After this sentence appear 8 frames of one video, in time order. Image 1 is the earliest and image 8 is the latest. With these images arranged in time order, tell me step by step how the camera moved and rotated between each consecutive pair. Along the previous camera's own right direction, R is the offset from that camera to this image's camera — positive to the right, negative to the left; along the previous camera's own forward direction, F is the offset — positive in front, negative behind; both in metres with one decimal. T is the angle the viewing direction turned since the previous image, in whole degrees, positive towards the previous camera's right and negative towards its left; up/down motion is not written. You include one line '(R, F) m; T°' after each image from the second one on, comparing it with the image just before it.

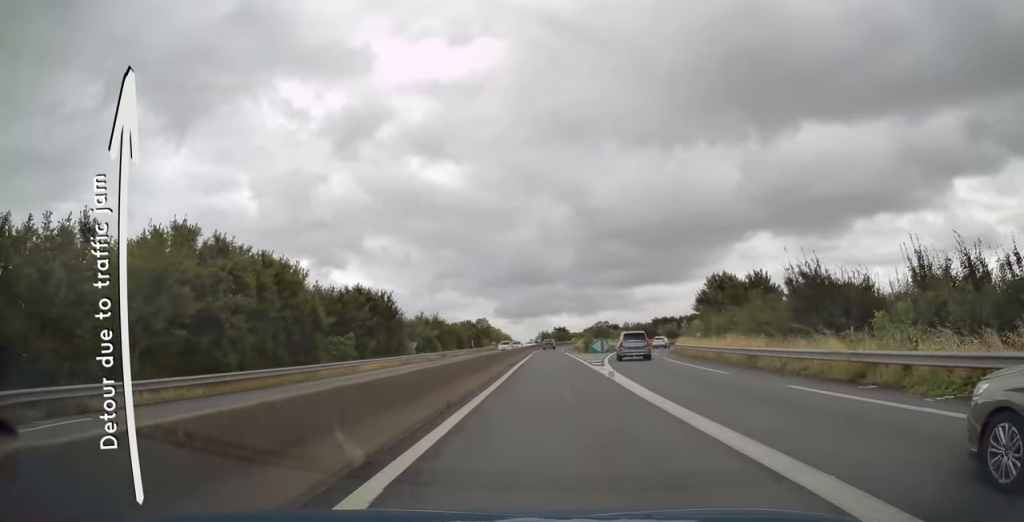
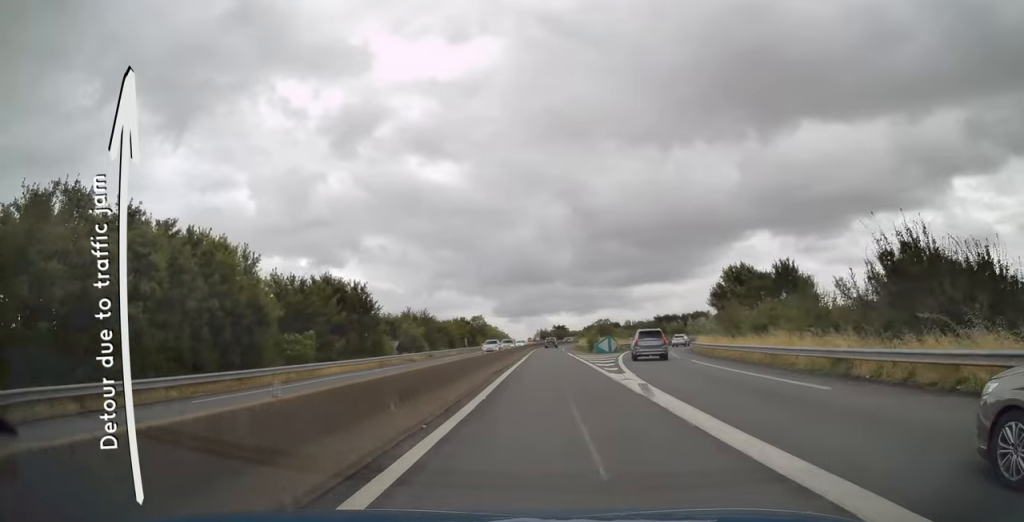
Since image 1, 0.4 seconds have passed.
(-0.1, +8.1) m; 0°
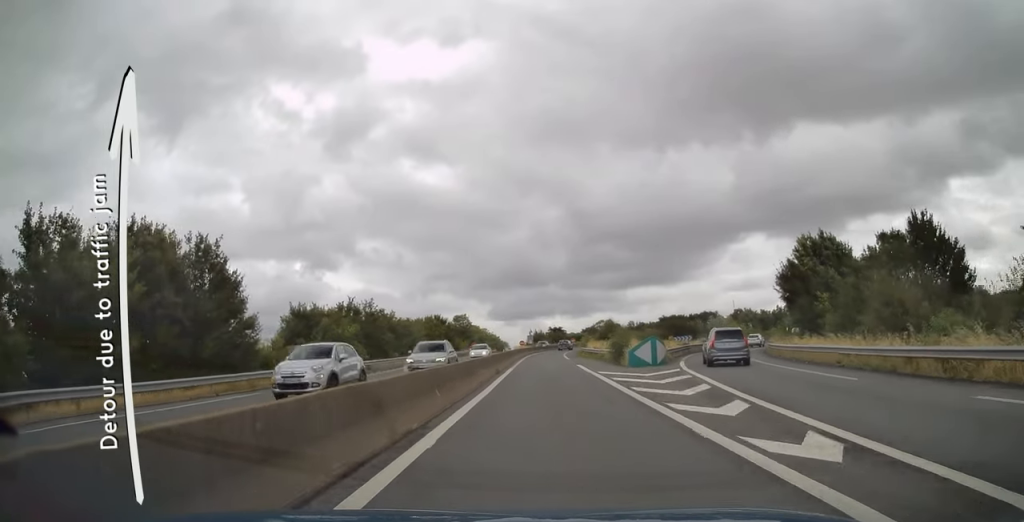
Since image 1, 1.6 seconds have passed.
(0.0, +23.7) m; +1°
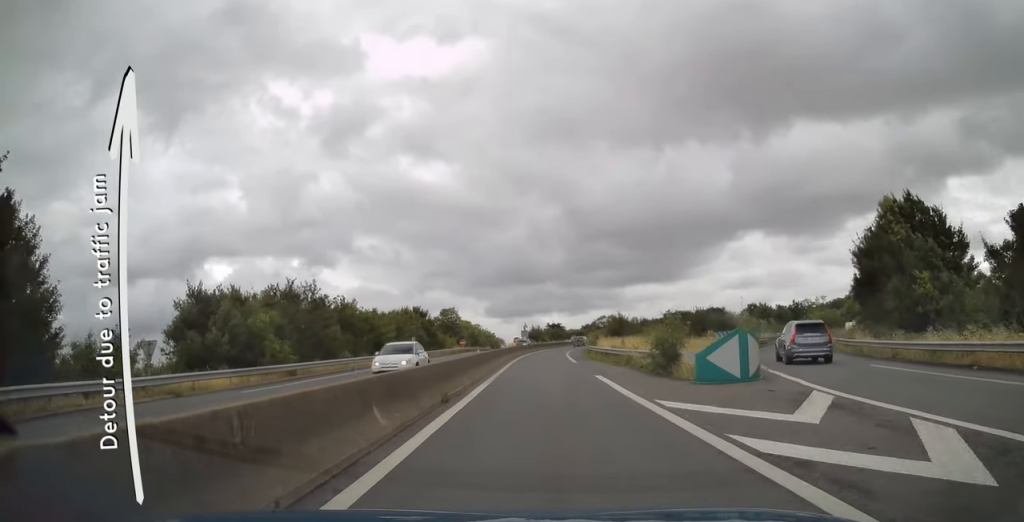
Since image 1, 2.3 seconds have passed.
(+0.2, +14.2) m; 0°
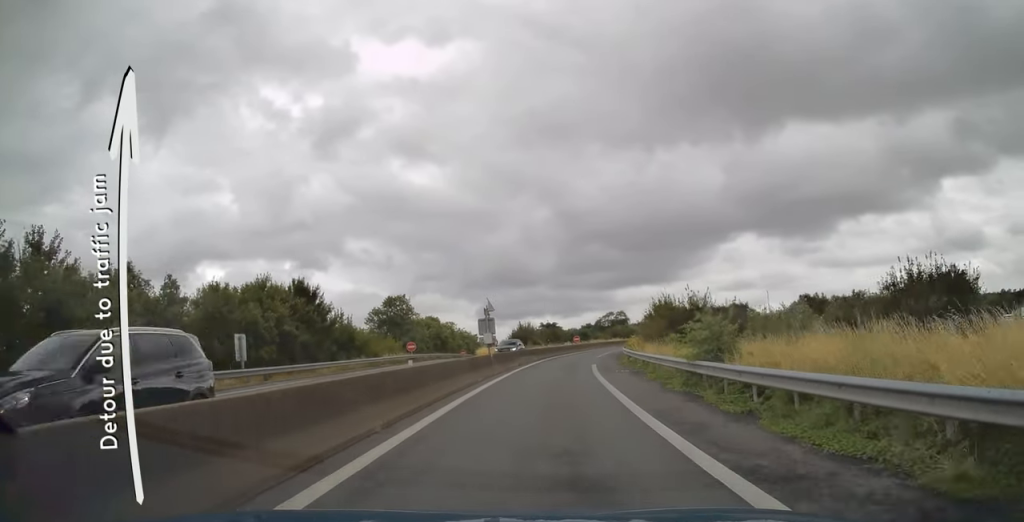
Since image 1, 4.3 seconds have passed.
(0.0, +38.5) m; +1°
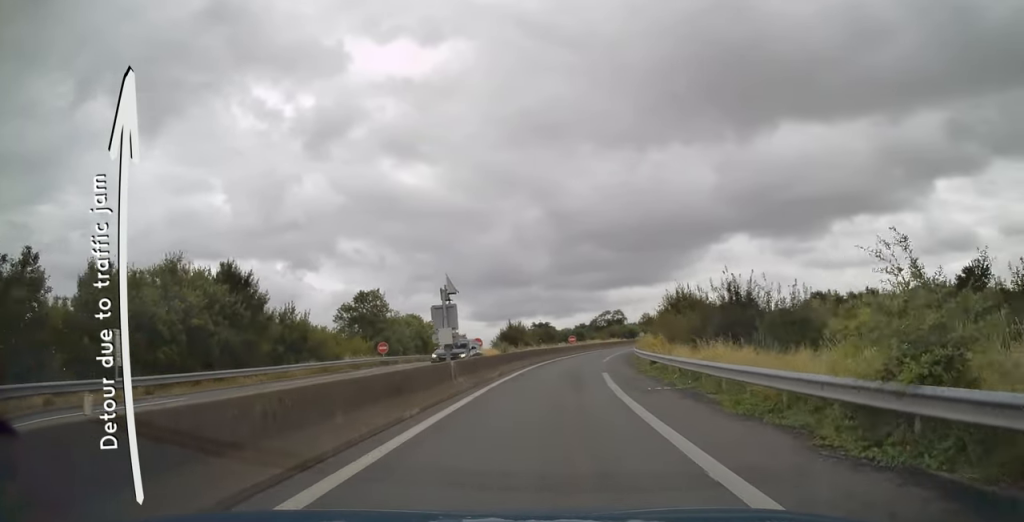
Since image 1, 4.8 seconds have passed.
(+0.1, +9.3) m; 0°
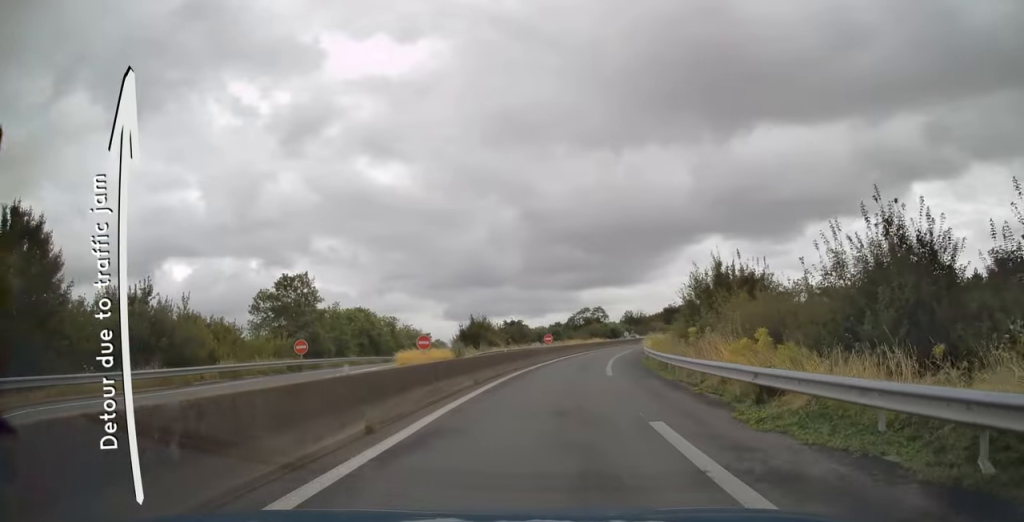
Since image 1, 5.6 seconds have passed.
(0.0, +15.0) m; 0°
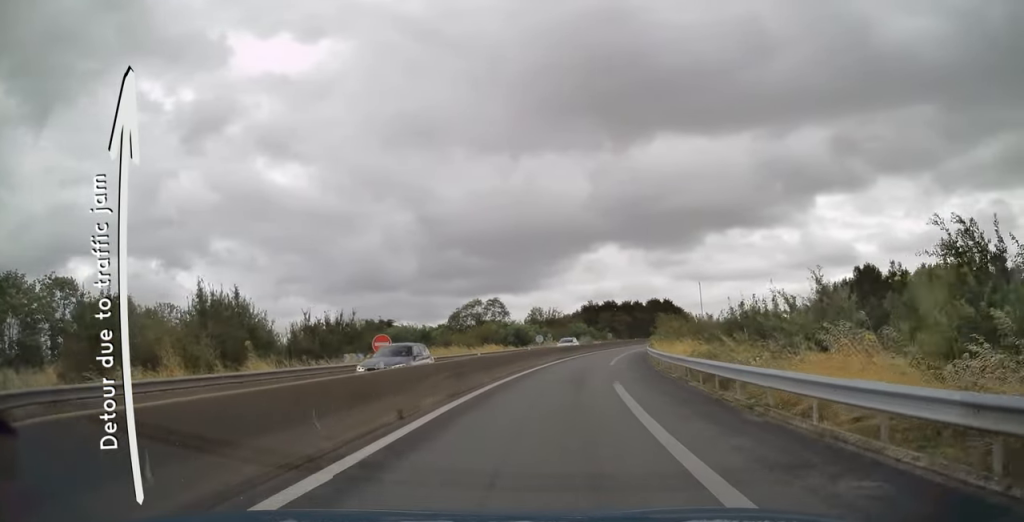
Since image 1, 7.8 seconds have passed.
(+3.0, +42.6) m; +10°
